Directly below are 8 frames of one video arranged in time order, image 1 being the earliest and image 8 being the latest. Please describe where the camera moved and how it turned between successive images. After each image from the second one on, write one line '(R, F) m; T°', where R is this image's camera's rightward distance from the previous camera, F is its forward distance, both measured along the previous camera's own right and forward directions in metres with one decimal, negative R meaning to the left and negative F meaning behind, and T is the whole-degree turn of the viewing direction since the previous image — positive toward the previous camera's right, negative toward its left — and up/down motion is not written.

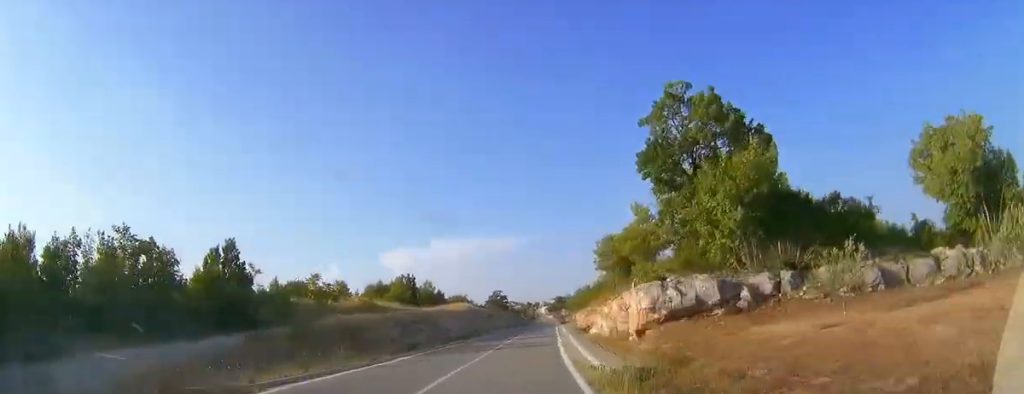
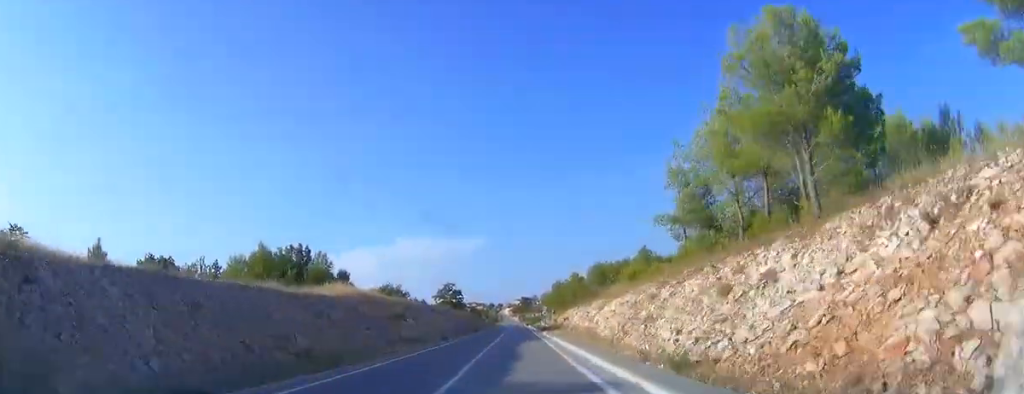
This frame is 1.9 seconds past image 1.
(+1.0, +40.1) m; +3°
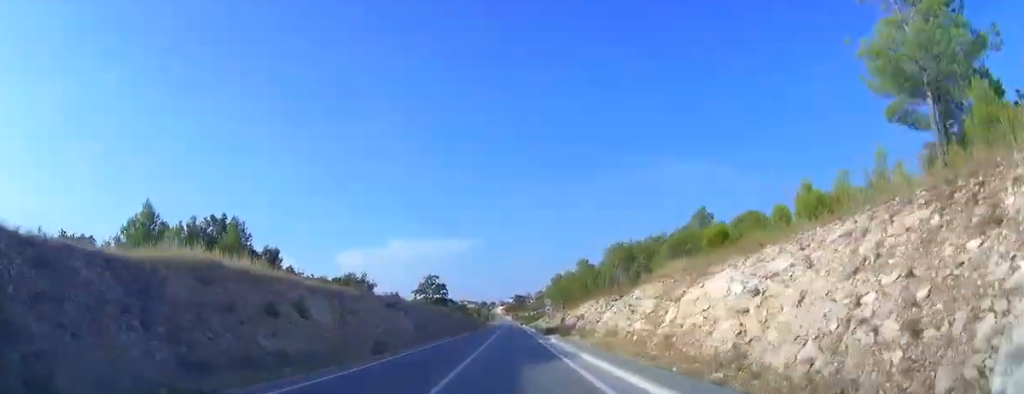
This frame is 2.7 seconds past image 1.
(-0.2, +18.4) m; +1°
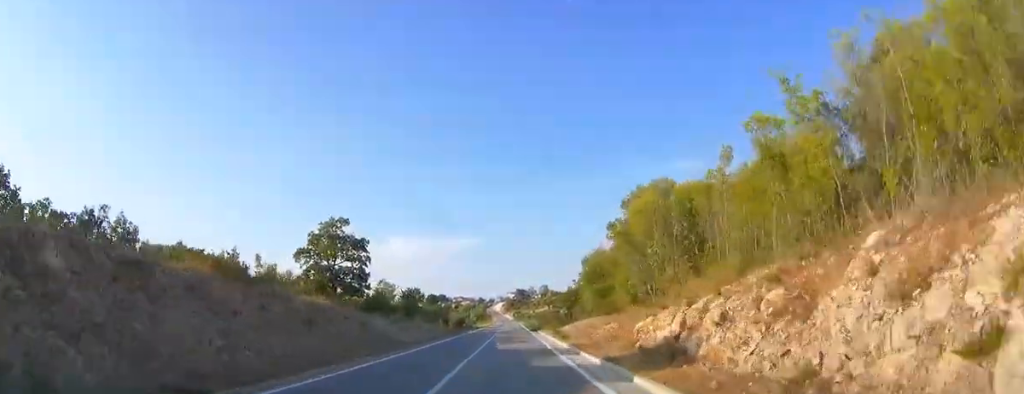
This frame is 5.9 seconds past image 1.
(+2.2, +65.3) m; +2°
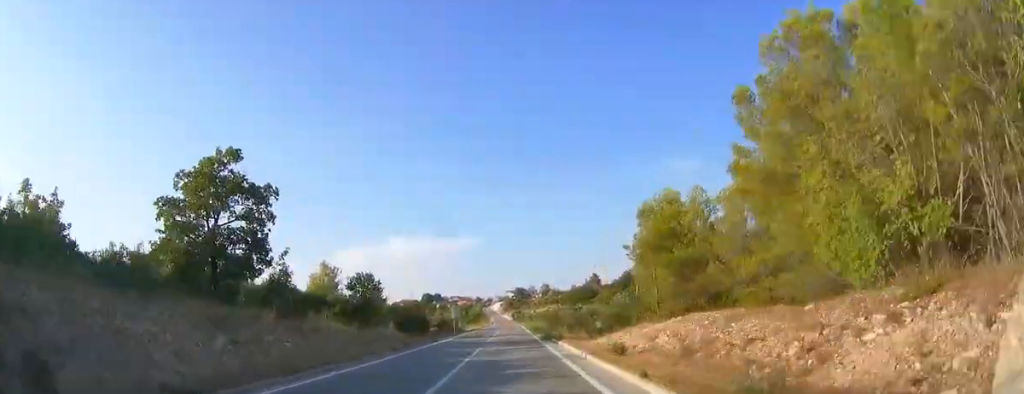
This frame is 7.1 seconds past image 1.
(0.0, +22.5) m; 0°
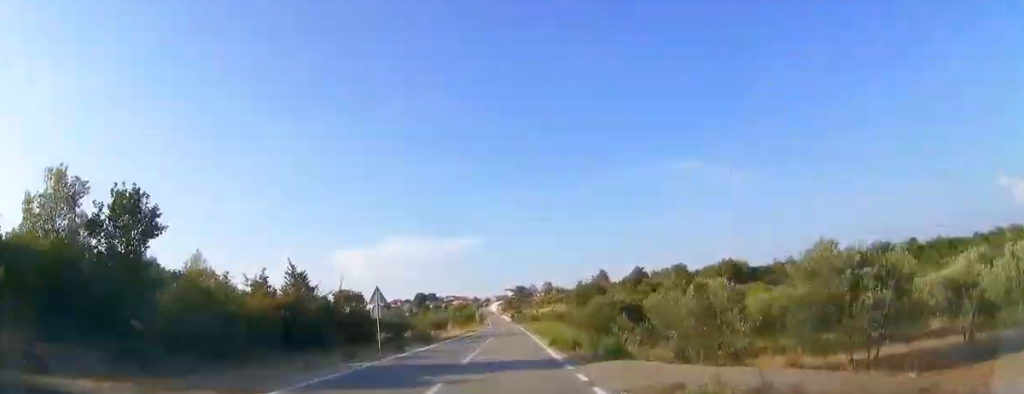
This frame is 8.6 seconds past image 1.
(+0.4, +30.1) m; +1°
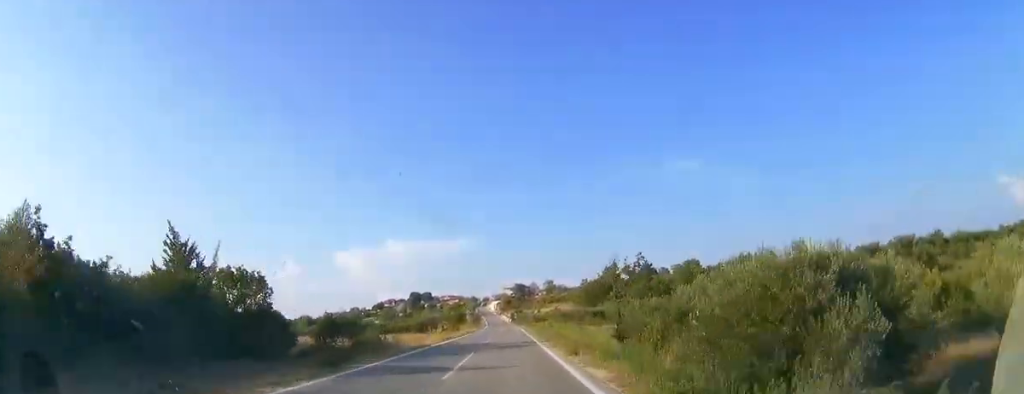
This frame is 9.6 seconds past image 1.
(0.0, +19.5) m; 0°
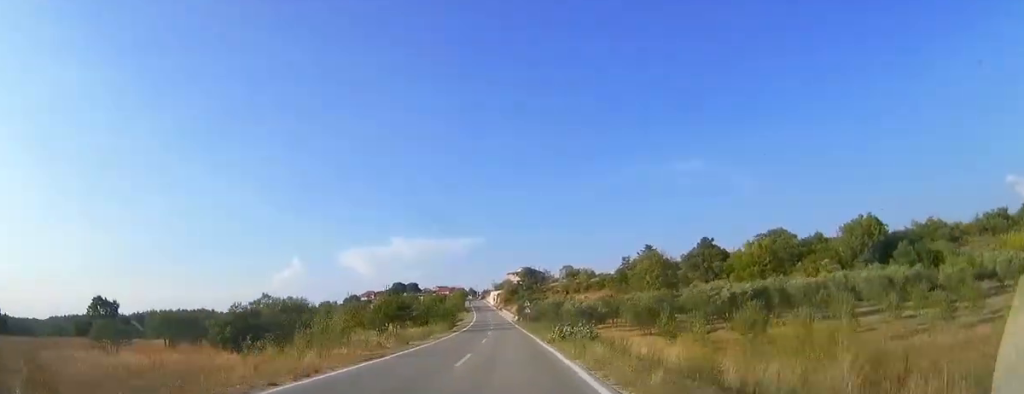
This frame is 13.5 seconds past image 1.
(-0.5, +76.5) m; -1°
